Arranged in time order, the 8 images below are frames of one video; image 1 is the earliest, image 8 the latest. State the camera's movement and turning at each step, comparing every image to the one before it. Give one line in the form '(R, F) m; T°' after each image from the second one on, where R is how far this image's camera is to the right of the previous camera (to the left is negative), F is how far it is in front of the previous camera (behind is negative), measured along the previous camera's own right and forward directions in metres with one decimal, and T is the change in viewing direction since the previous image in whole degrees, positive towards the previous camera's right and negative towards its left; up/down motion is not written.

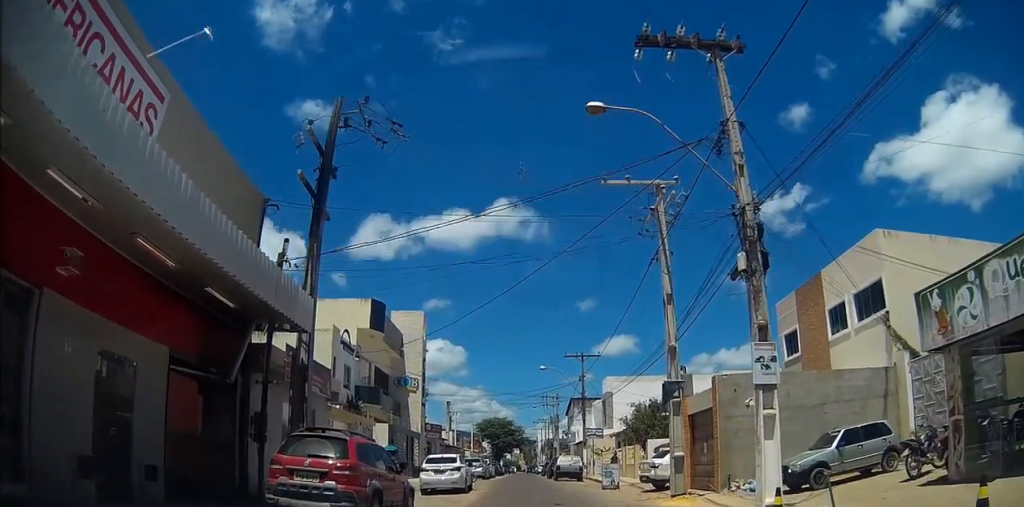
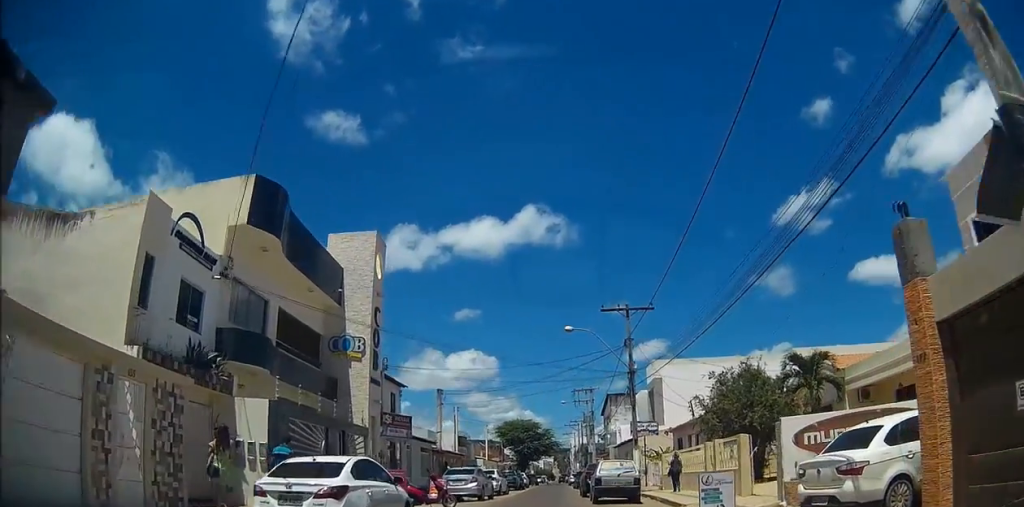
(-0.2, +13.2) m; -4°
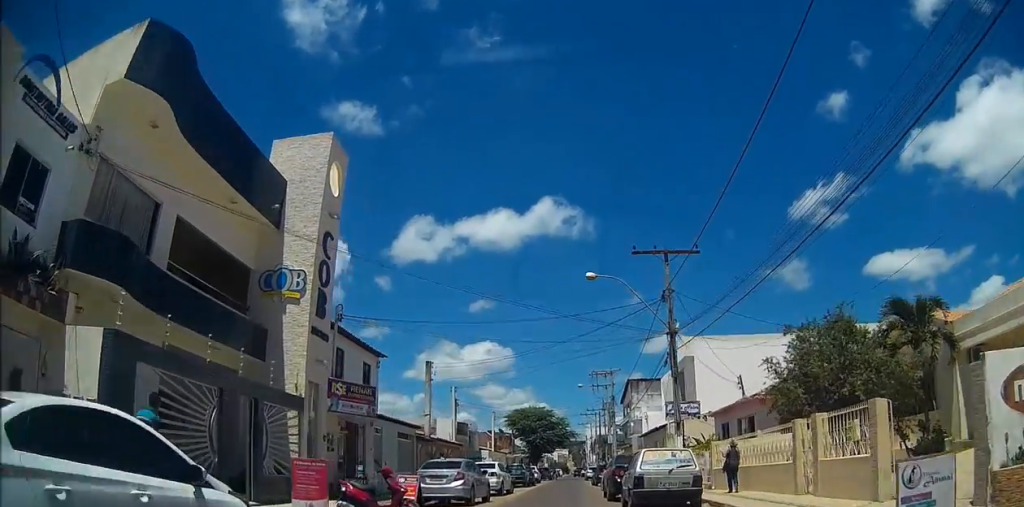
(-0.1, +5.9) m; -2°
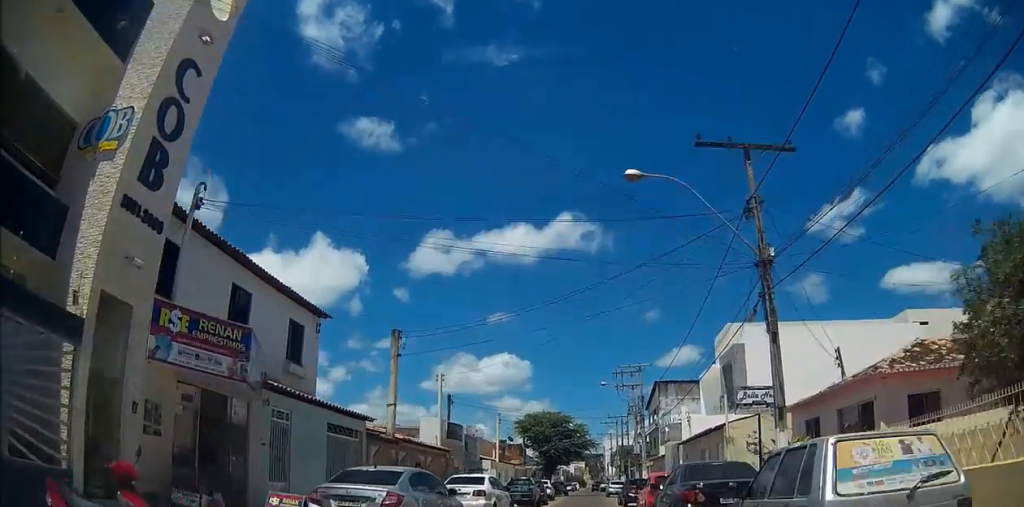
(-0.2, +7.9) m; -1°
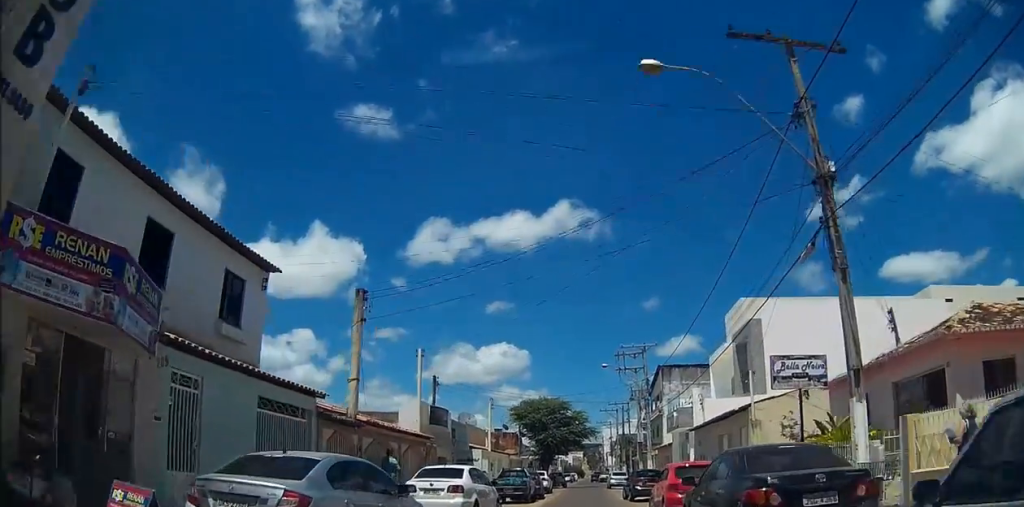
(0.0, +3.4) m; 0°
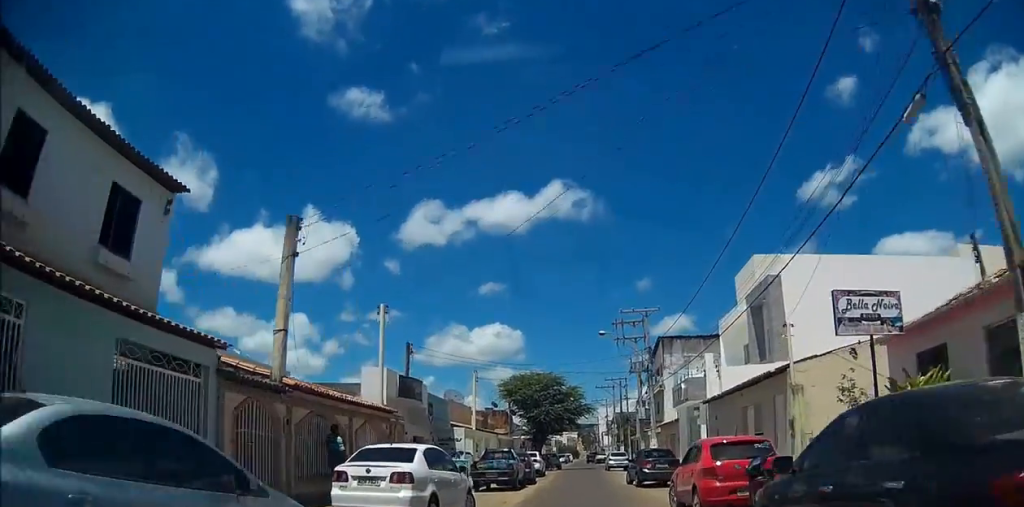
(0.0, +4.1) m; 0°
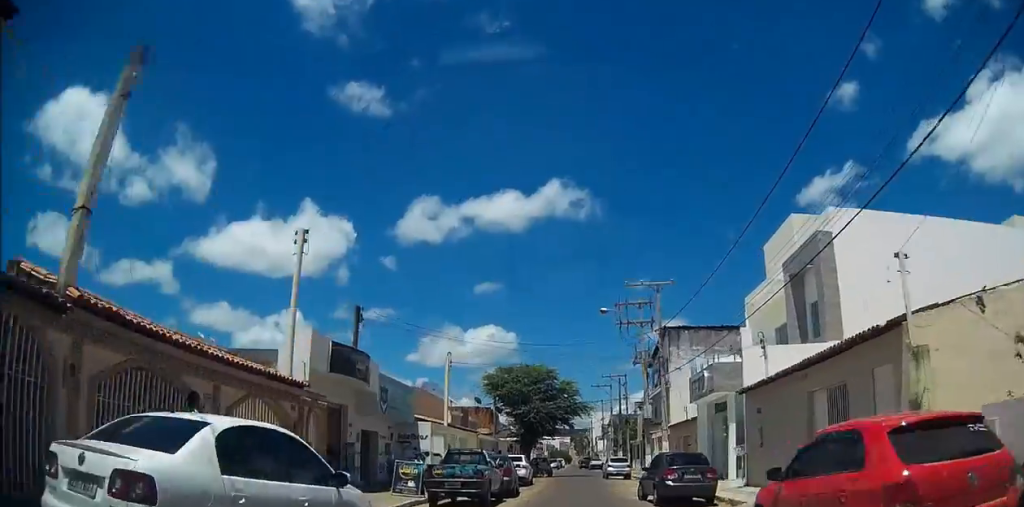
(0.0, +6.0) m; +1°
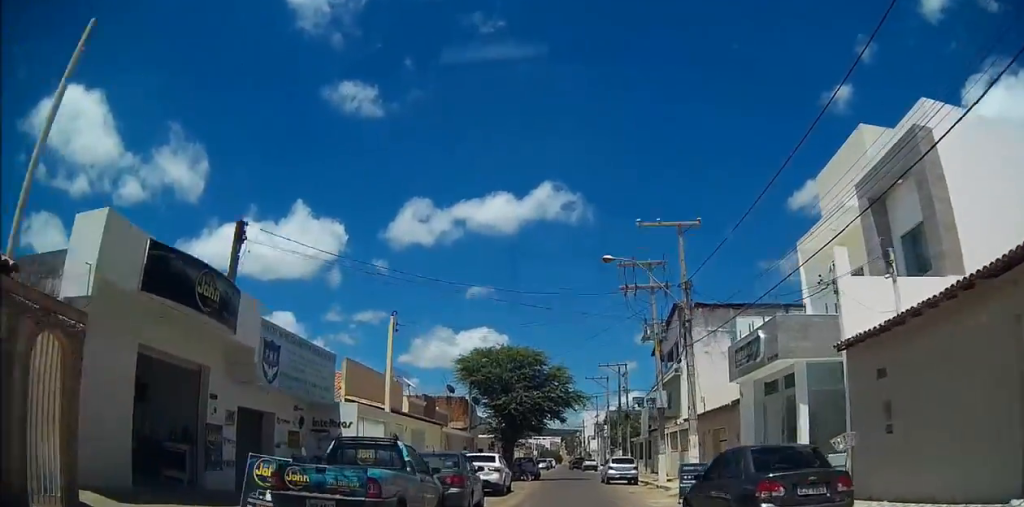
(+0.1, +7.9) m; +1°
